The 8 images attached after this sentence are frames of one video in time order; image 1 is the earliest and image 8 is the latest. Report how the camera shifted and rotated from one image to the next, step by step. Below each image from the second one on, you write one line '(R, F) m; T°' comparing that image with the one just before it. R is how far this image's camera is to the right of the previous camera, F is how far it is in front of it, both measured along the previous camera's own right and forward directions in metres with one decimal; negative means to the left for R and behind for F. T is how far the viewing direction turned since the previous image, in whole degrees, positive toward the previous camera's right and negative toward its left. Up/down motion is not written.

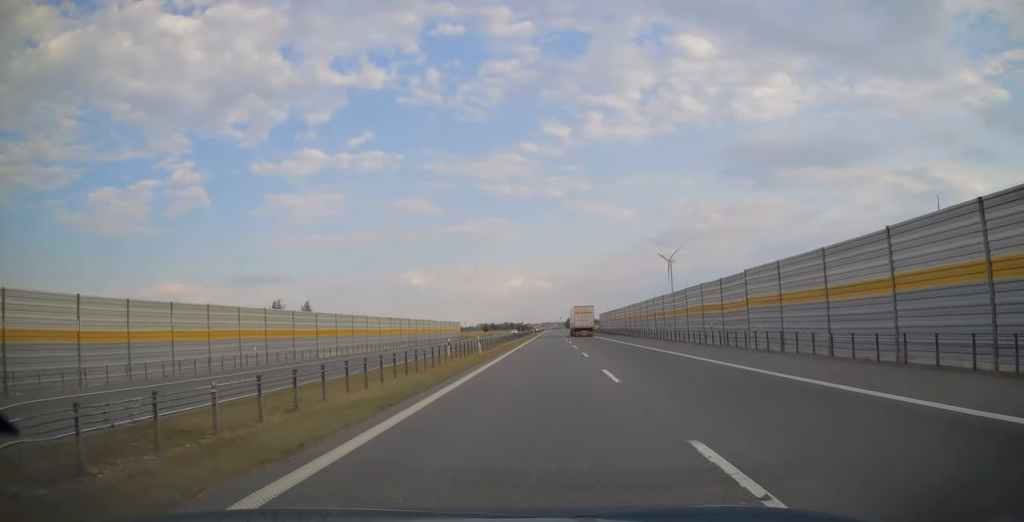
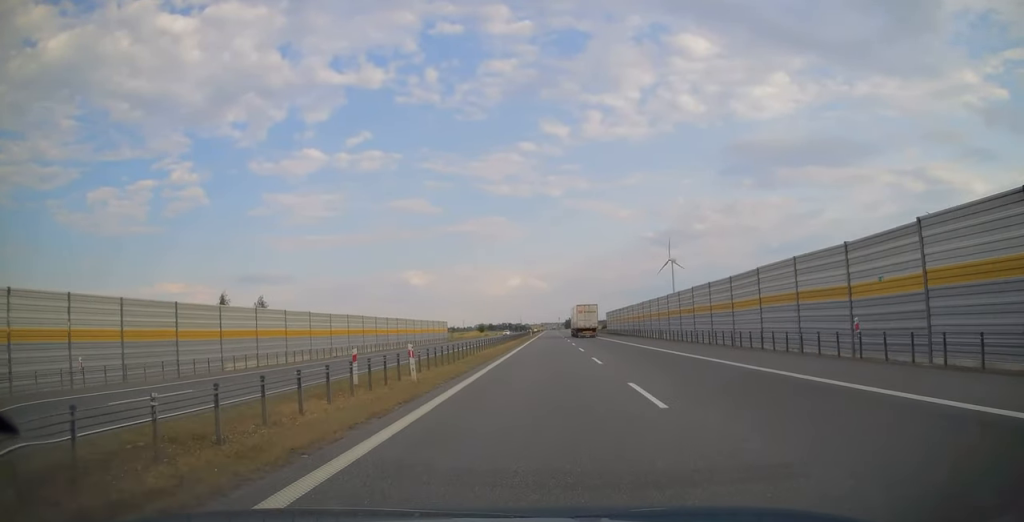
(0.0, +16.8) m; 0°
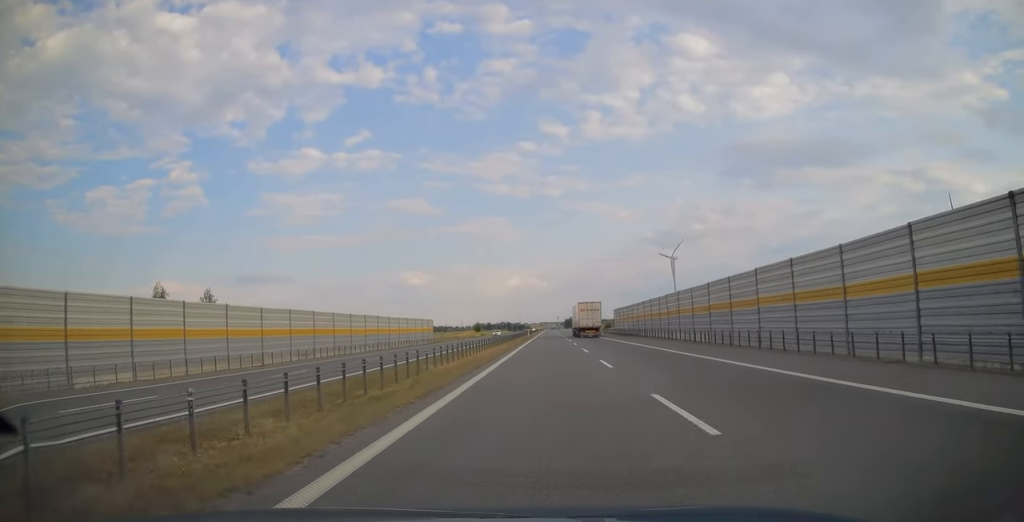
(0.0, +14.4) m; 0°
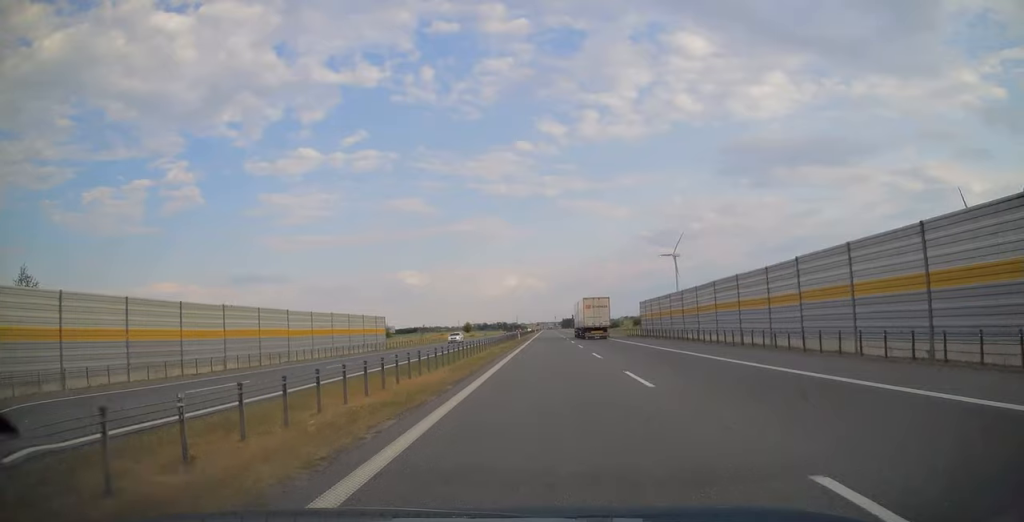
(0.0, +30.5) m; 0°
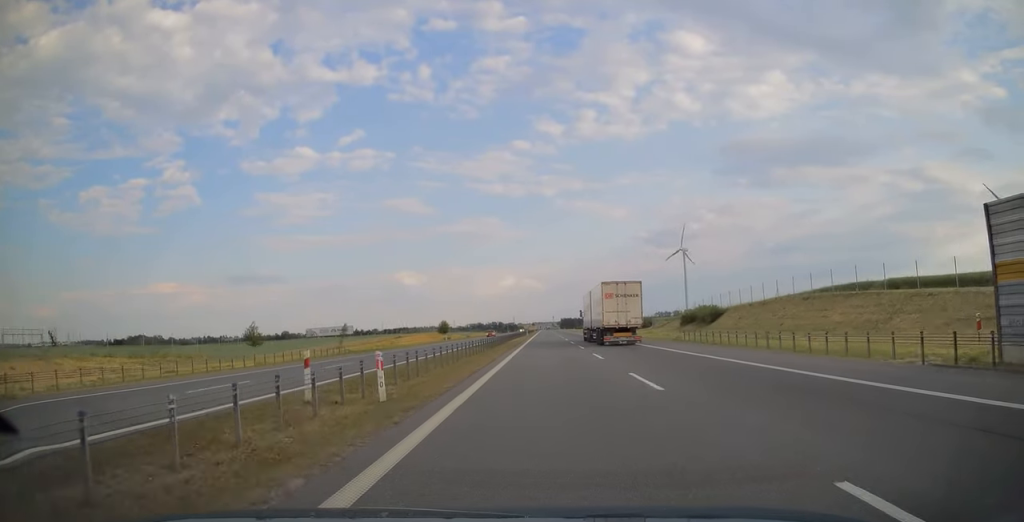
(+0.2, +60.2) m; 0°
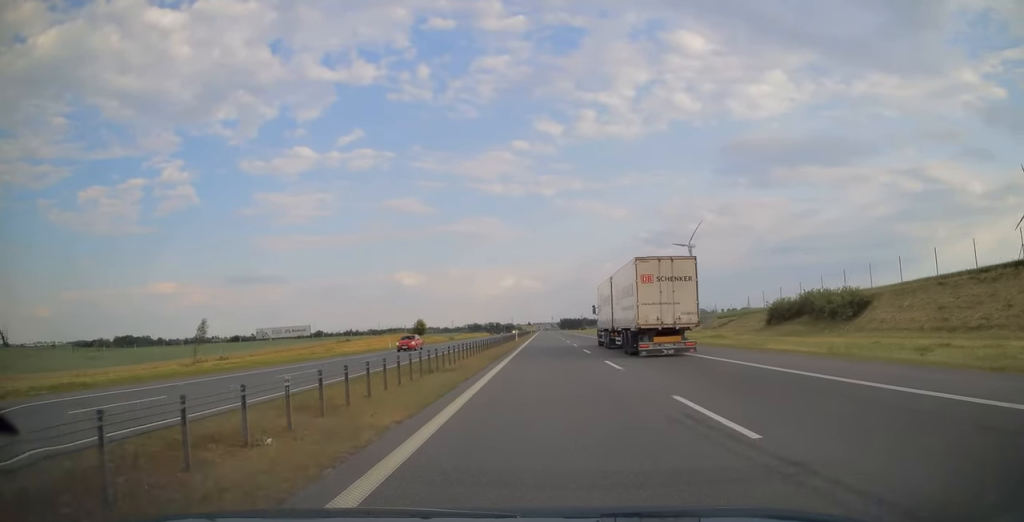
(+0.1, +41.5) m; 0°
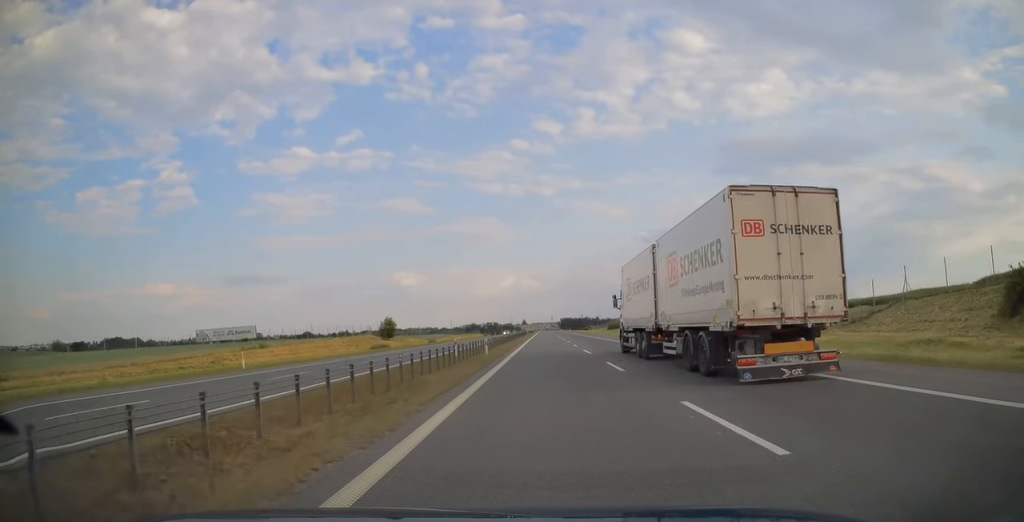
(-0.1, +36.7) m; 0°
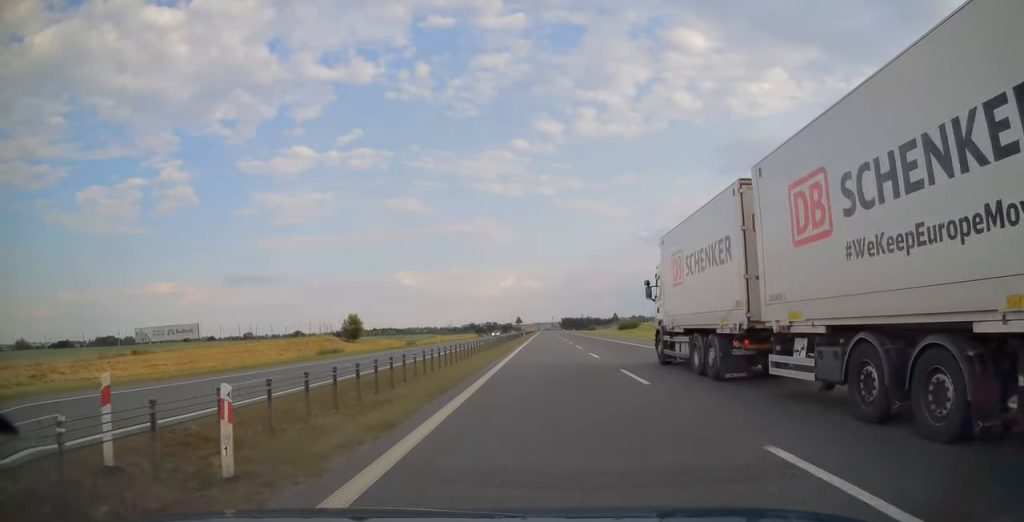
(0.0, +27.8) m; 0°
